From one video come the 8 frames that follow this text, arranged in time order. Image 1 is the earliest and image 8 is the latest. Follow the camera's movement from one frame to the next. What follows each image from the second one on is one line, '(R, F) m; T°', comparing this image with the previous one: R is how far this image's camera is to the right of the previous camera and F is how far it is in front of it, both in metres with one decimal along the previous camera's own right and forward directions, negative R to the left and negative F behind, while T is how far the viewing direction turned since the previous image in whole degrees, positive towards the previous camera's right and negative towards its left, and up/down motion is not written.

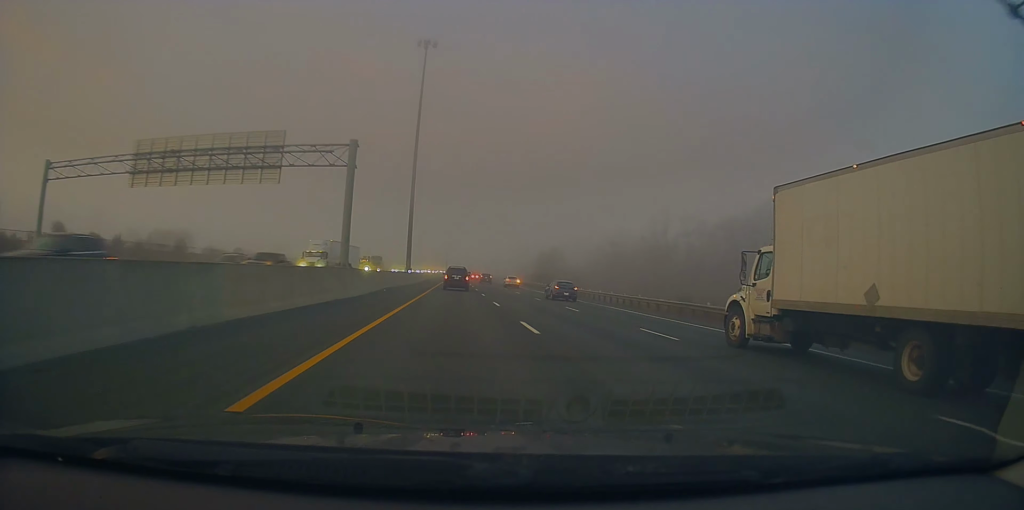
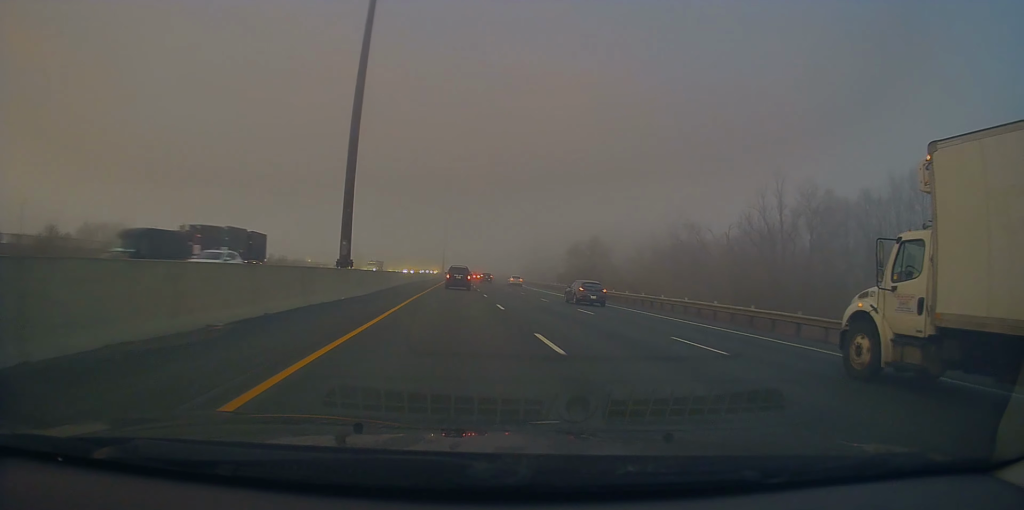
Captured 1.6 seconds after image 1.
(-1.0, +39.6) m; -1°
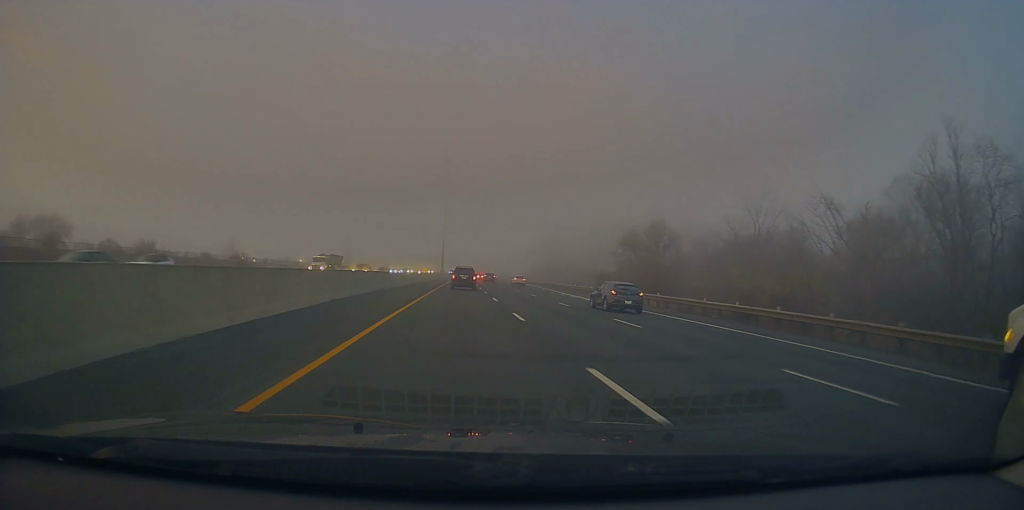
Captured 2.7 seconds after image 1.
(-0.1, +27.9) m; 0°
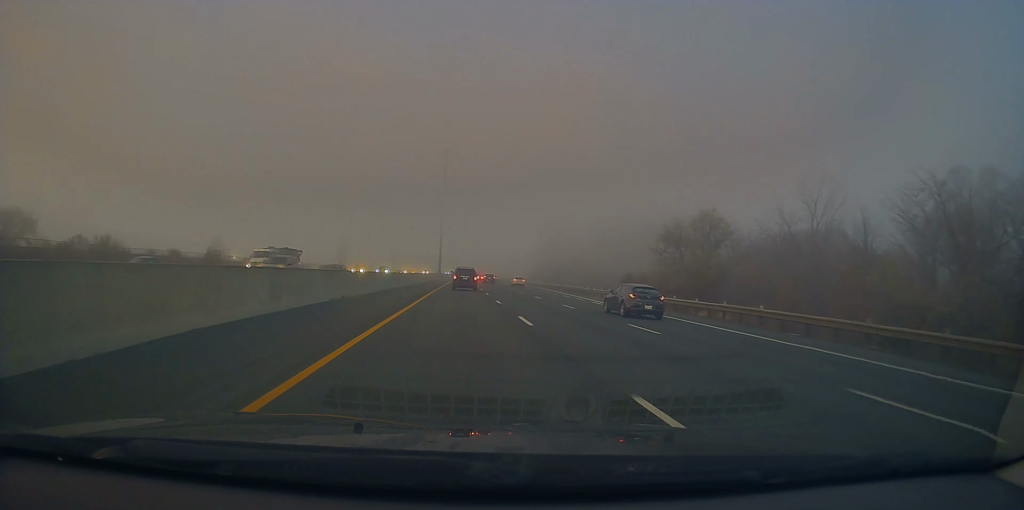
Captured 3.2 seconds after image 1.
(0.0, +13.6) m; 0°
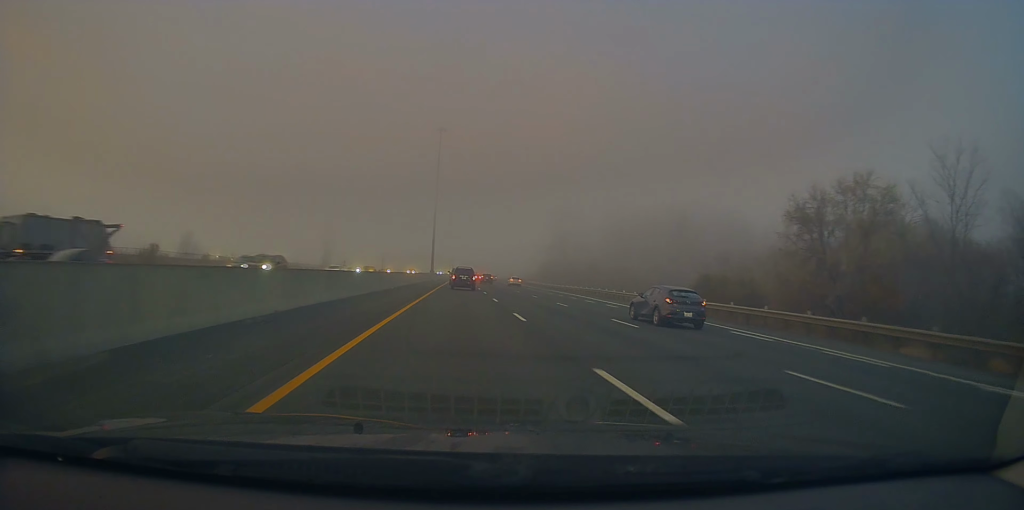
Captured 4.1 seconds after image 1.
(+0.1, +21.8) m; 0°
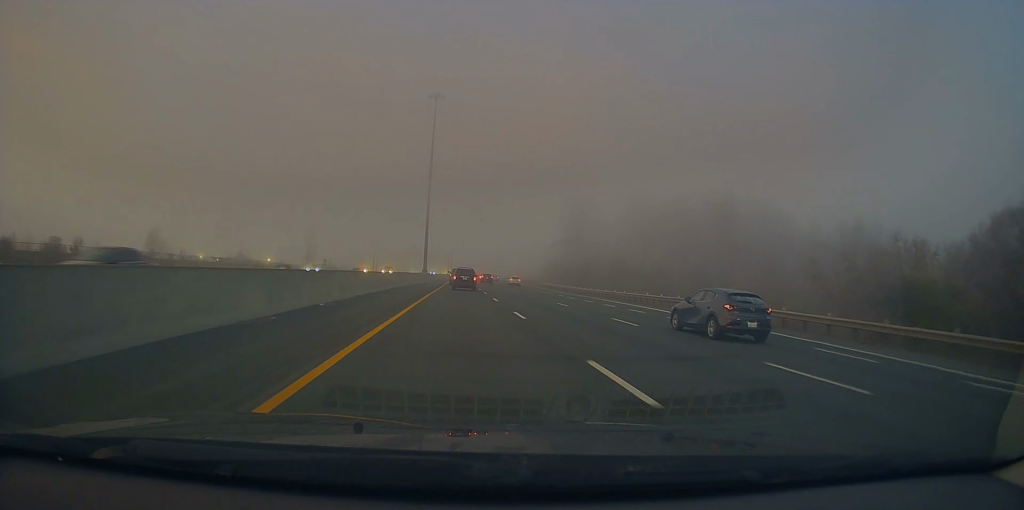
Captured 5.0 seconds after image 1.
(-0.1, +23.1) m; 0°
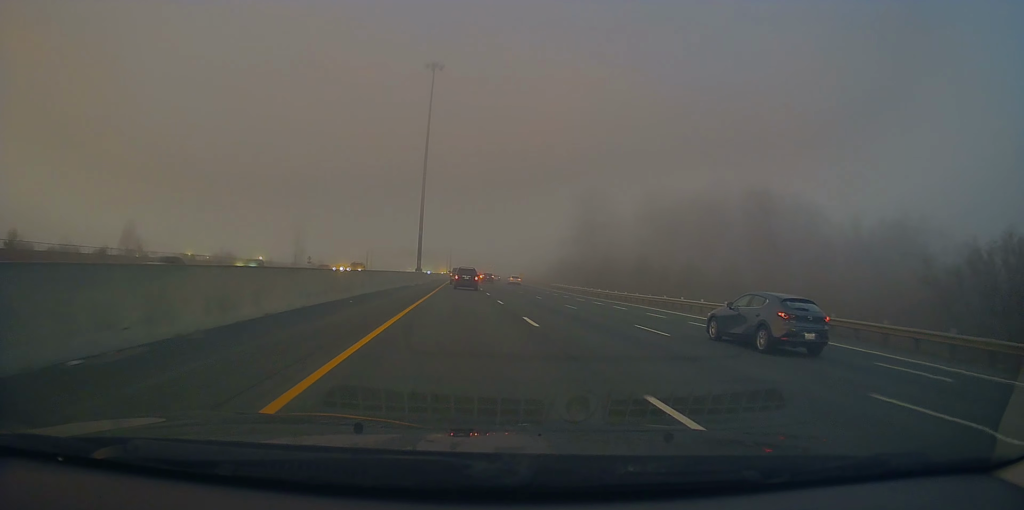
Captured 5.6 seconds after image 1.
(0.0, +14.5) m; +1°
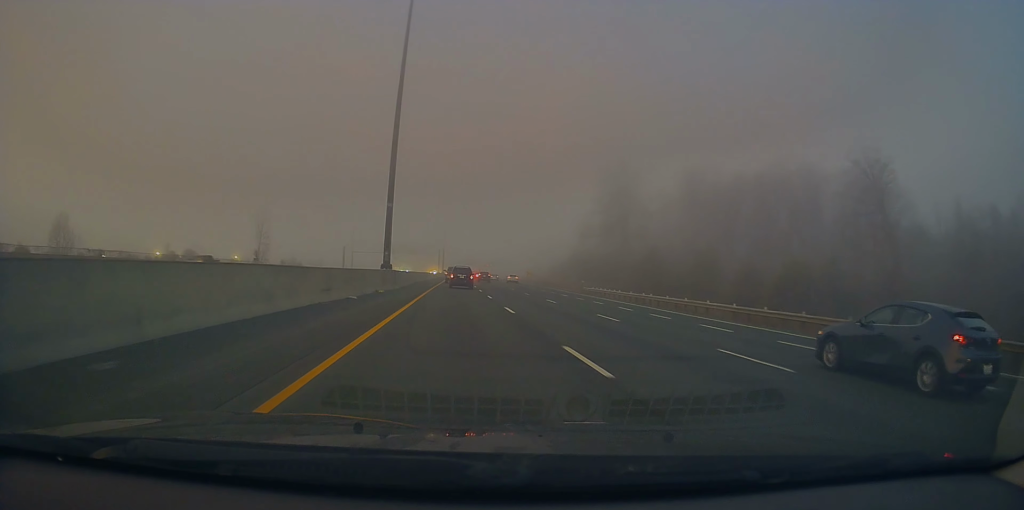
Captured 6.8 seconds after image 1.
(+0.6, +30.4) m; +1°
